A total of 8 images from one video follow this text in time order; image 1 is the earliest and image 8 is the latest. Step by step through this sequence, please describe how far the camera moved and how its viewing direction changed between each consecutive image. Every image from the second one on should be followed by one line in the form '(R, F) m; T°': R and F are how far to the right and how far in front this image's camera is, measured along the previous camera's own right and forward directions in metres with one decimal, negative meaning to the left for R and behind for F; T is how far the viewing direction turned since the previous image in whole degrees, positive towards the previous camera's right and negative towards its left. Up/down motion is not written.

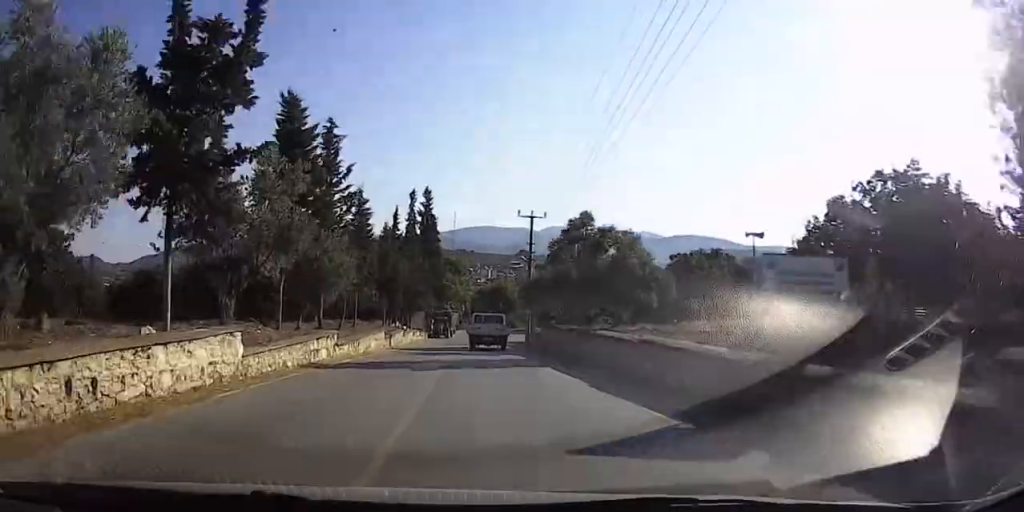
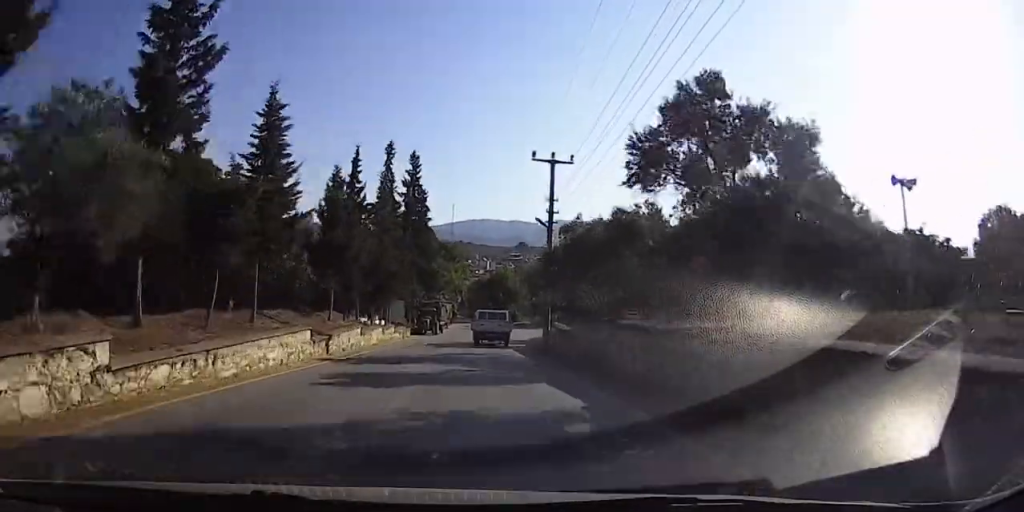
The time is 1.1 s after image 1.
(-0.5, +12.8) m; -3°
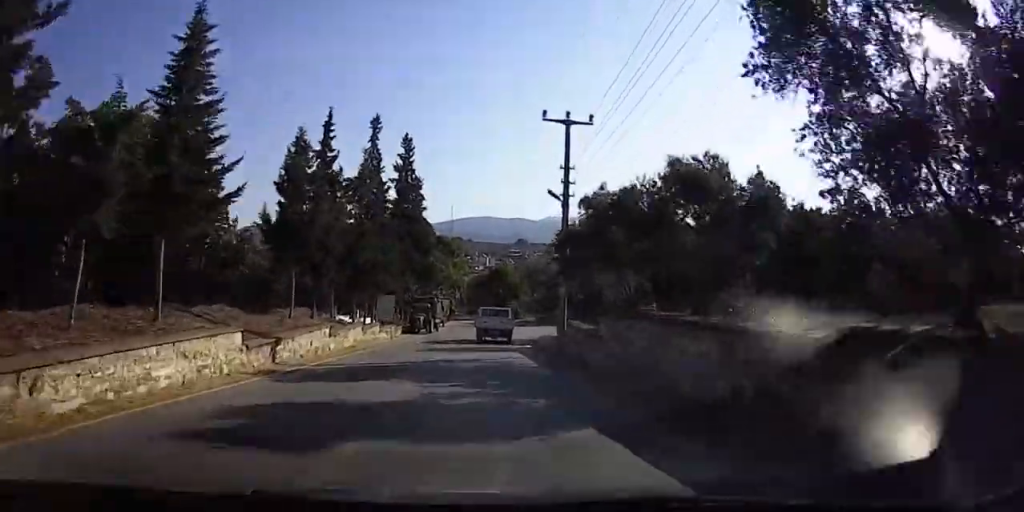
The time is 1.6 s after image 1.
(0.0, +4.9) m; 0°
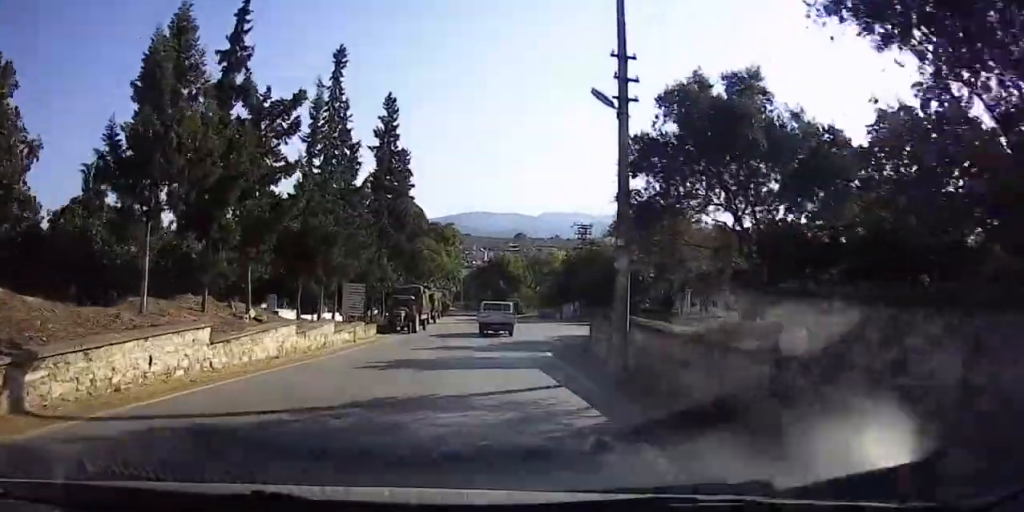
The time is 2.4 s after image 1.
(-0.1, +8.6) m; 0°
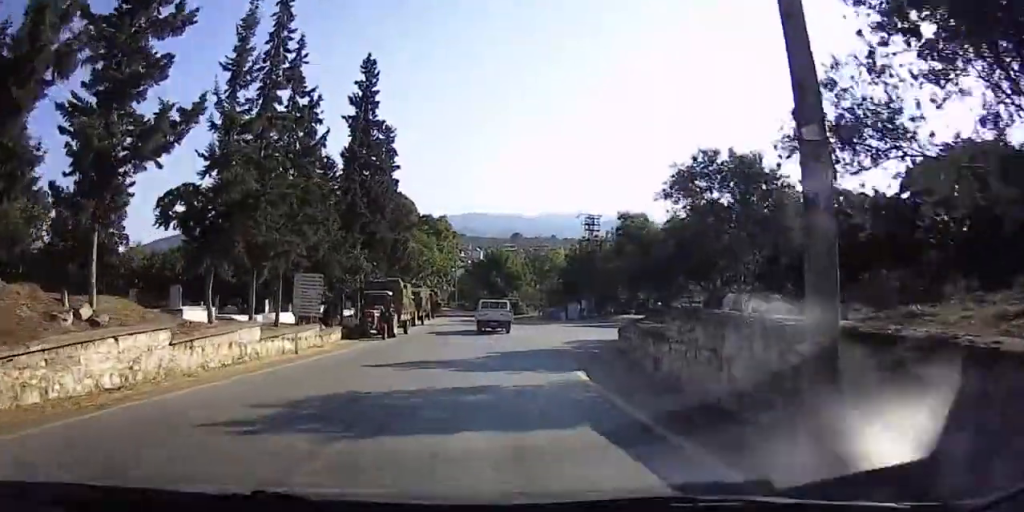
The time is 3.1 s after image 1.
(0.0, +7.4) m; 0°
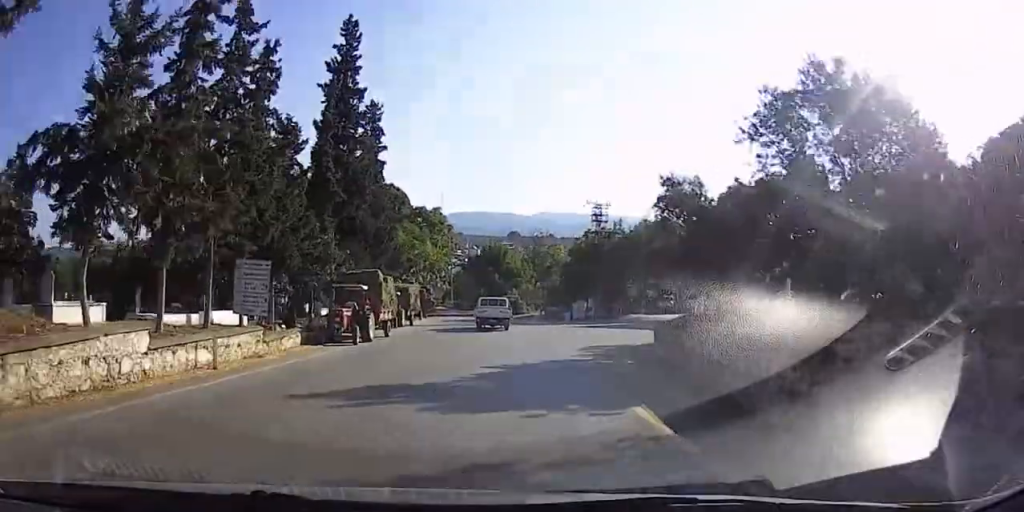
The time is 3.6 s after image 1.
(0.0, +5.8) m; 0°
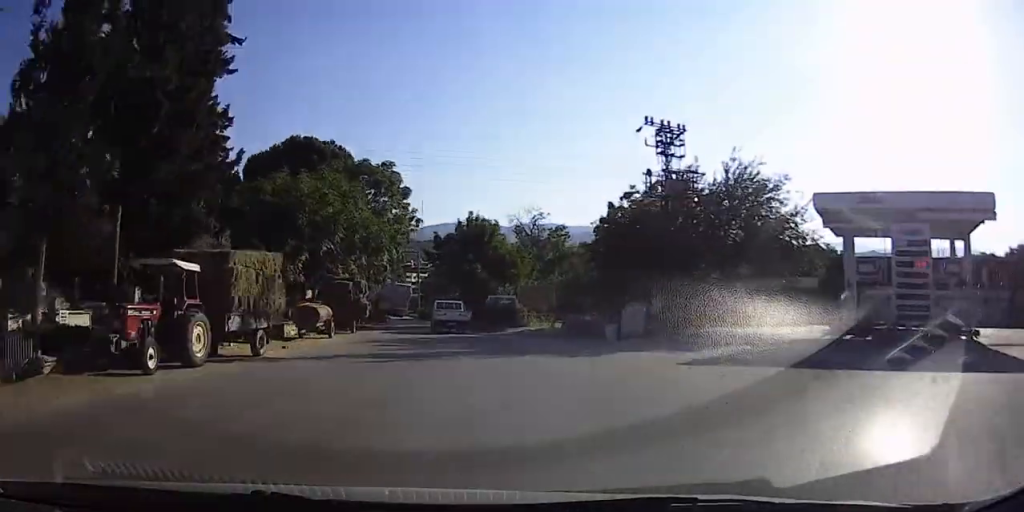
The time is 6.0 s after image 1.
(+0.2, +26.6) m; +1°
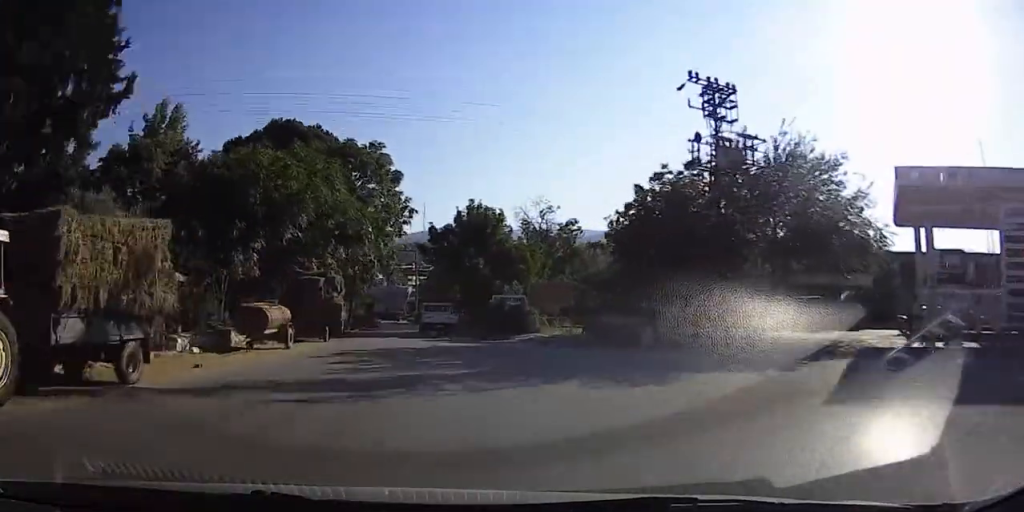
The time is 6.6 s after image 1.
(0.0, +6.7) m; 0°
